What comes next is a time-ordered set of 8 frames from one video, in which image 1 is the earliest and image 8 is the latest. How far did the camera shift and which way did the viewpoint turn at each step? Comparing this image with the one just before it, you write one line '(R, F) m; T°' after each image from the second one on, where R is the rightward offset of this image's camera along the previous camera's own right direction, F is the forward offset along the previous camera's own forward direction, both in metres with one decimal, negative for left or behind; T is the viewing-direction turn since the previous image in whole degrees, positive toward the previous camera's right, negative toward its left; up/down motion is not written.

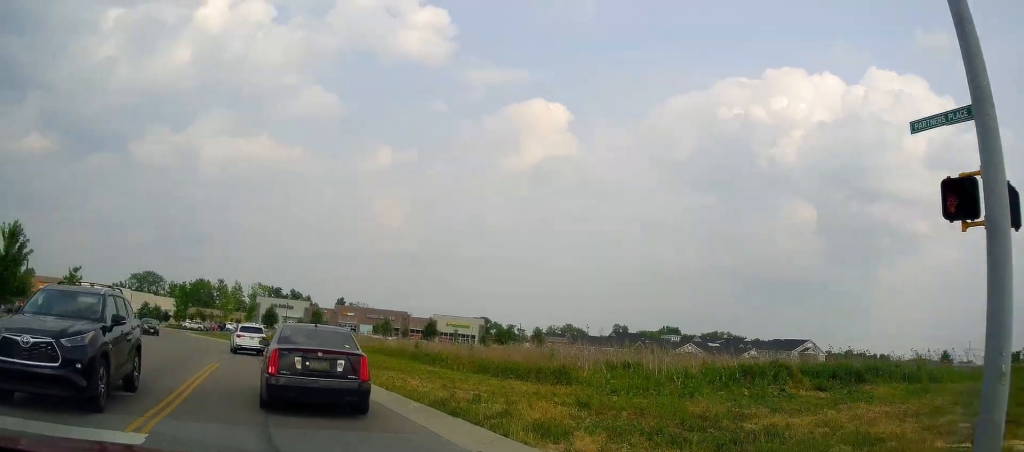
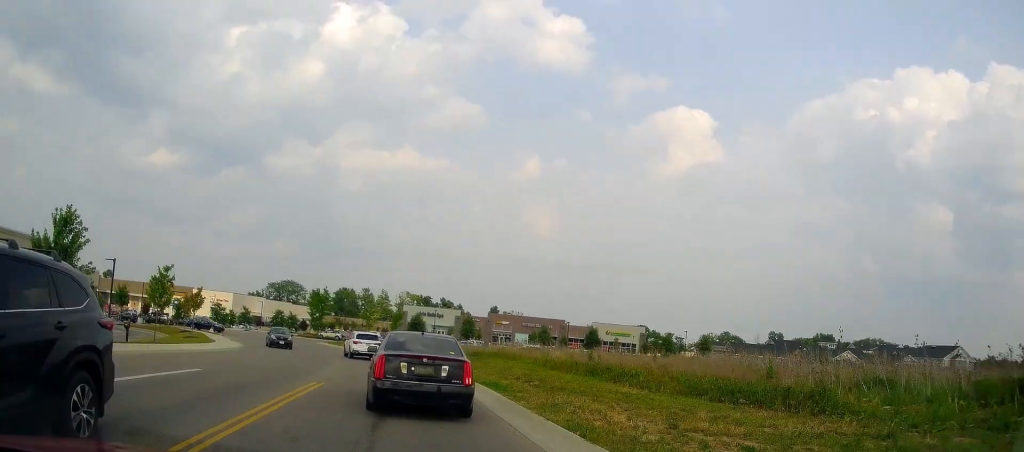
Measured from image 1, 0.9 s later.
(-0.8, +6.3) m; -11°
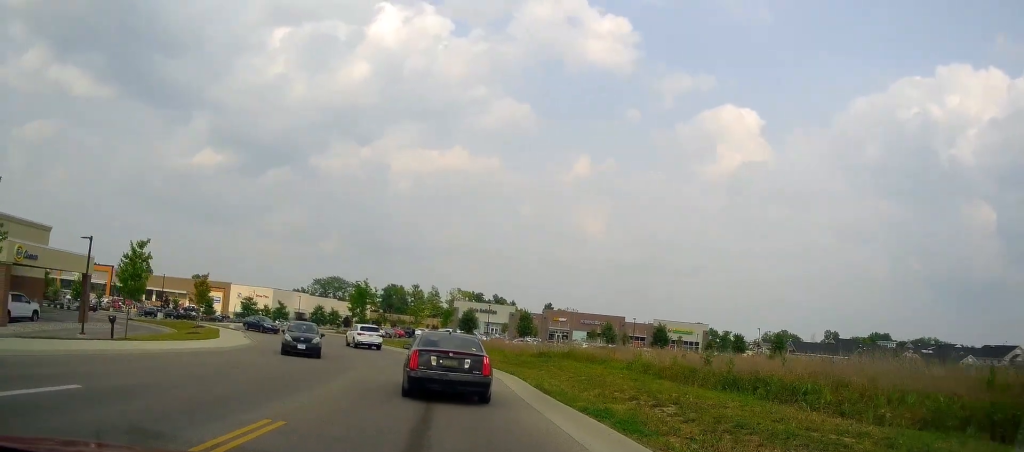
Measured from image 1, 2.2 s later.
(-0.8, +8.0) m; -10°
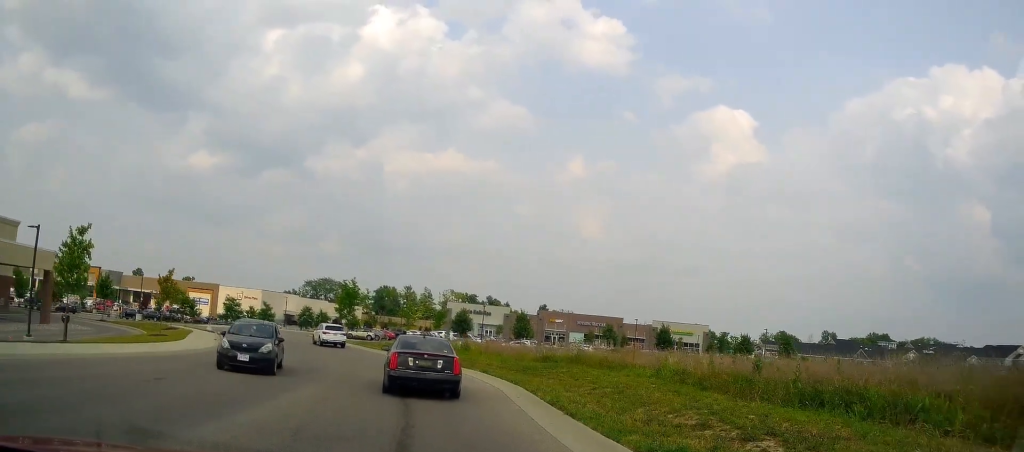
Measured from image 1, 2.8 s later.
(-0.2, +4.3) m; -3°
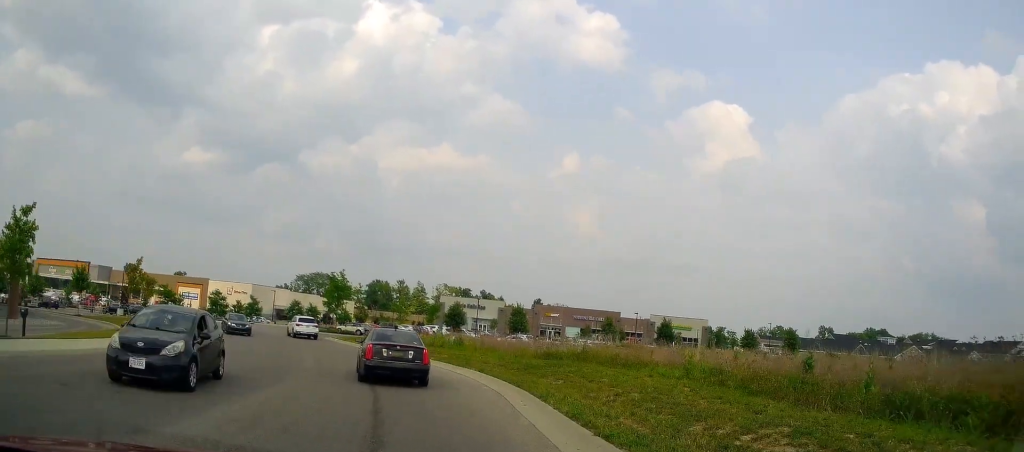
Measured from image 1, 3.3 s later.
(0.0, +3.2) m; -2°
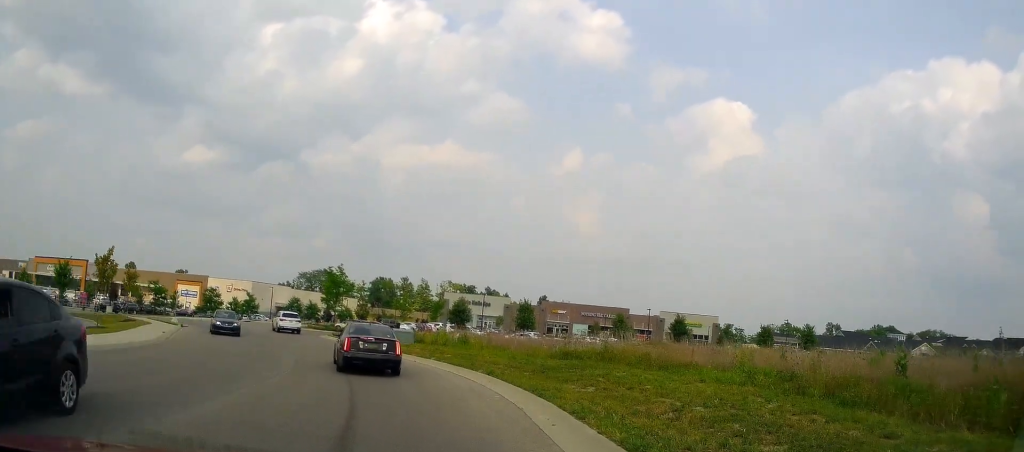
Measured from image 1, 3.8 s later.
(+0.1, +3.4) m; -2°
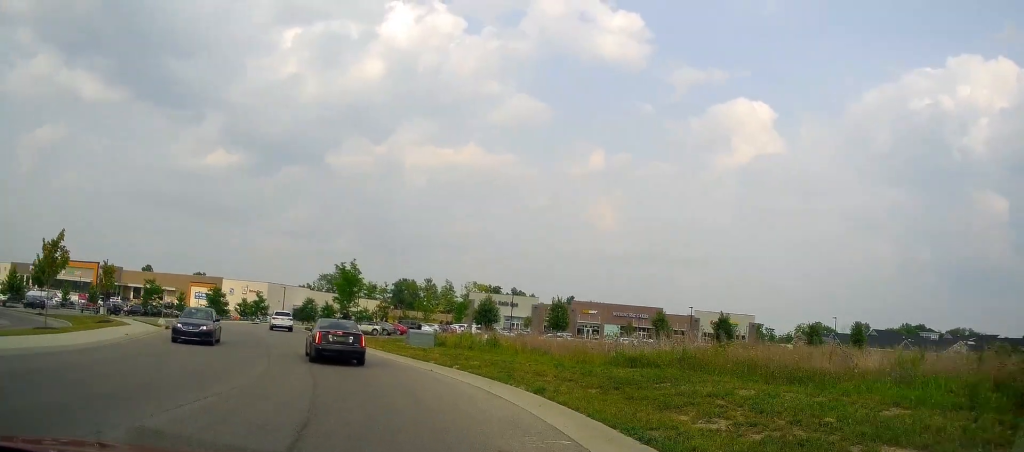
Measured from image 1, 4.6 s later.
(-0.4, +6.1) m; -4°
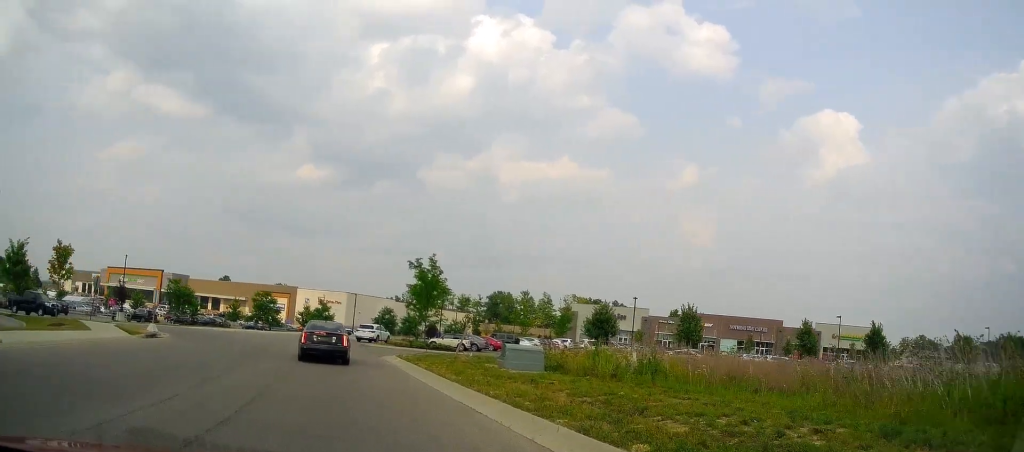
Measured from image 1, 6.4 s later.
(-1.9, +11.9) m; -14°
